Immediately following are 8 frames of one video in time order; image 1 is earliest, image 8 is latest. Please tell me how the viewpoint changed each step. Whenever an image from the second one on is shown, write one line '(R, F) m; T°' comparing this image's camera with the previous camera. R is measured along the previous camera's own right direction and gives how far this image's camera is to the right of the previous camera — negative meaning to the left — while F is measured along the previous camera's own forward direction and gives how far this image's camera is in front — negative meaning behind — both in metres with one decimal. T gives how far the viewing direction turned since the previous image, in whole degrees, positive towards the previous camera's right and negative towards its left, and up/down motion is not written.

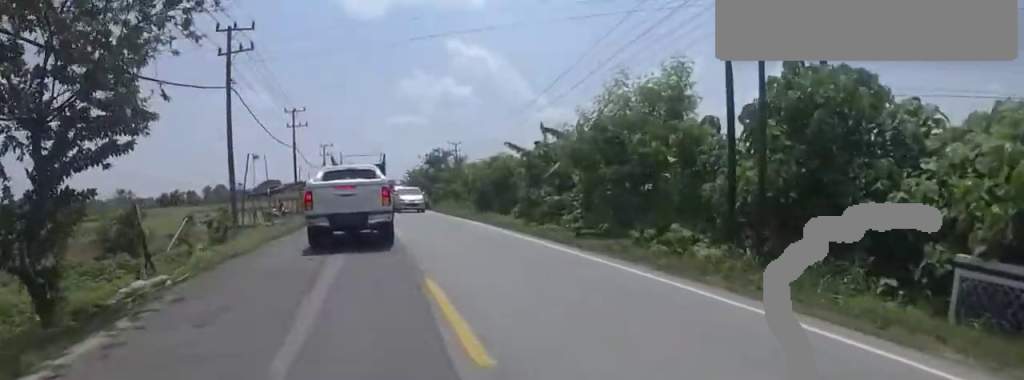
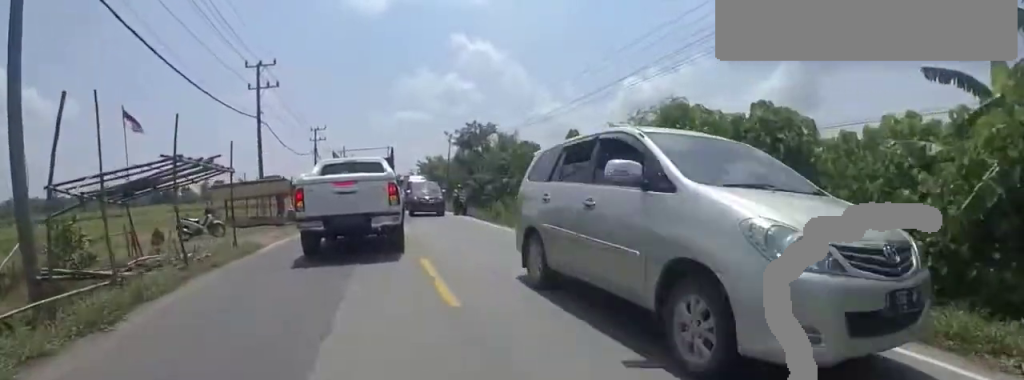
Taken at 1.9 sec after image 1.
(-0.2, +15.7) m; -5°
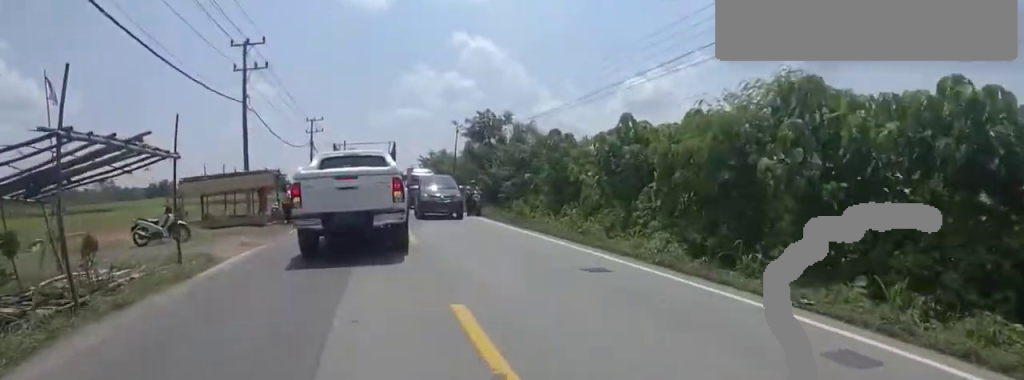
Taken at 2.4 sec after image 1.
(+0.1, +3.2) m; -4°
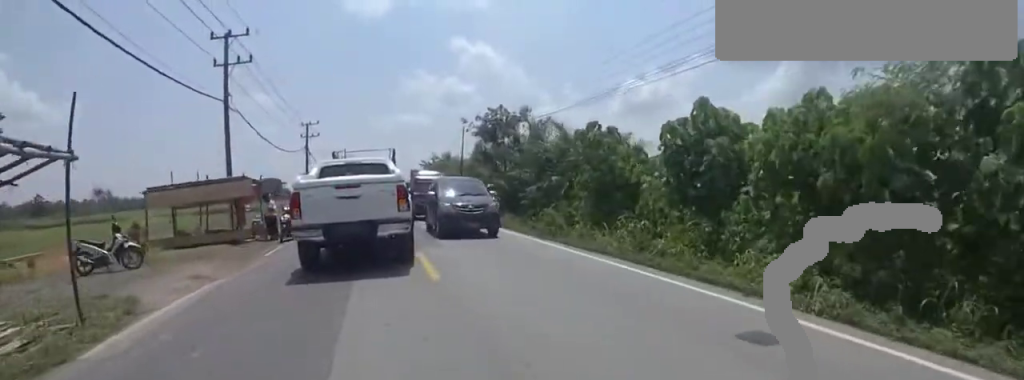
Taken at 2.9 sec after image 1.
(-0.2, +2.9) m; -1°
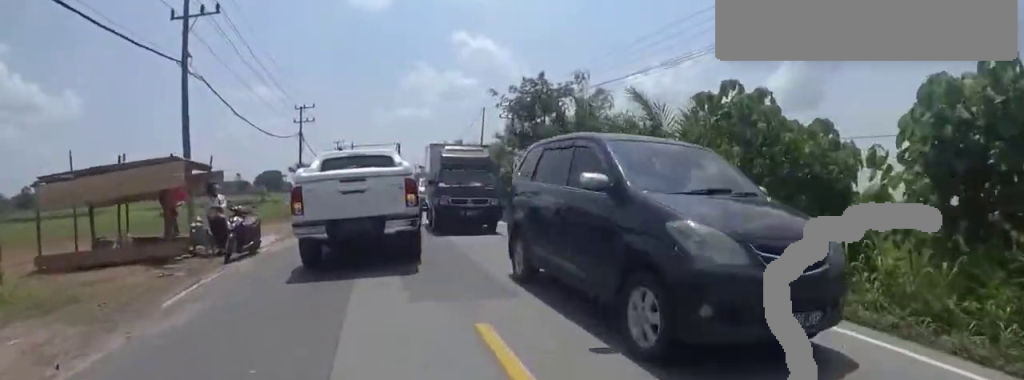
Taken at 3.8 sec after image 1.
(-0.3, +5.3) m; +3°
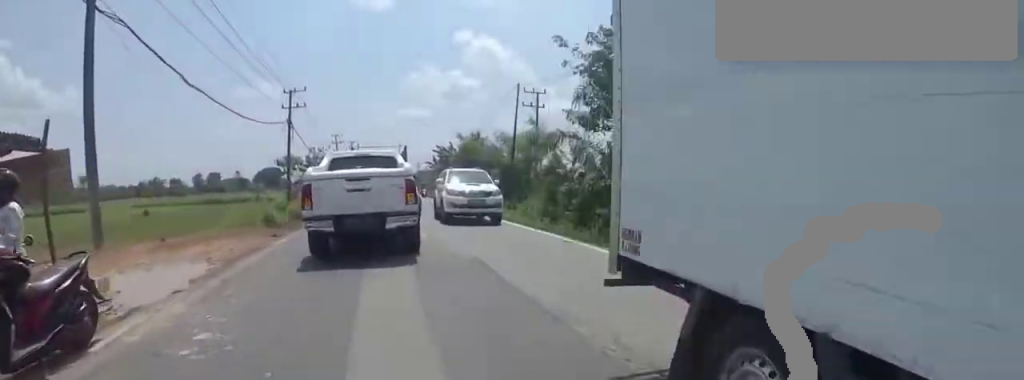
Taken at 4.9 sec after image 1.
(+0.9, +6.0) m; +13°
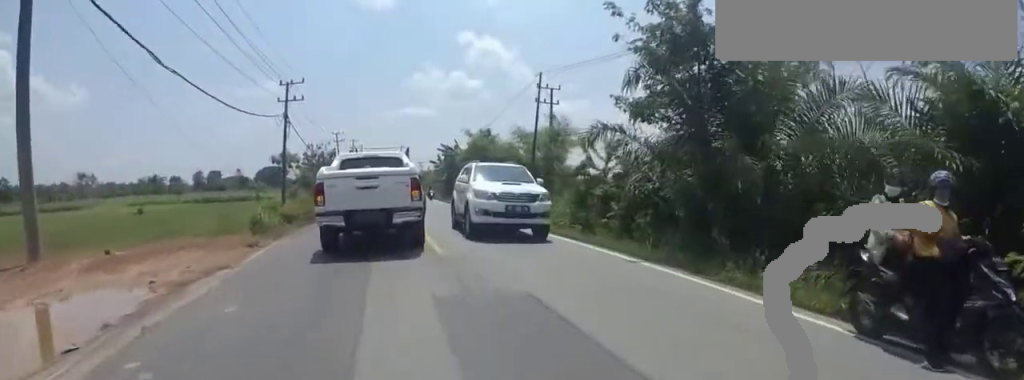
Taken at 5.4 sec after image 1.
(0.0, +2.3) m; +4°
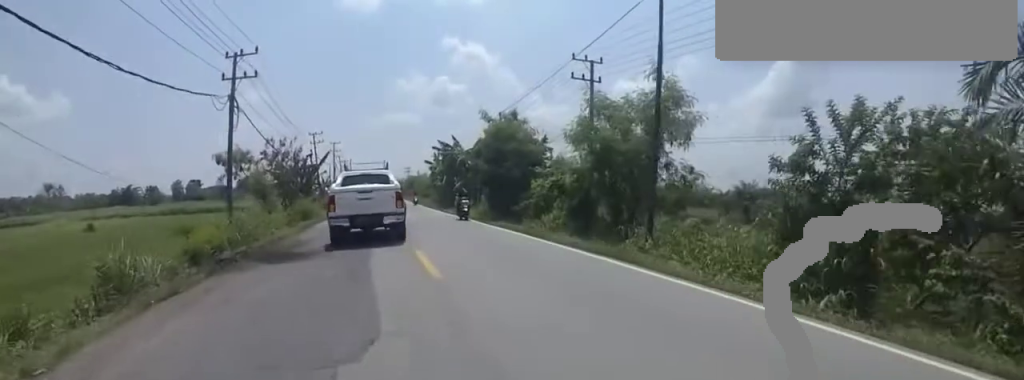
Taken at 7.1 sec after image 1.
(+0.1, +9.2) m; -4°
